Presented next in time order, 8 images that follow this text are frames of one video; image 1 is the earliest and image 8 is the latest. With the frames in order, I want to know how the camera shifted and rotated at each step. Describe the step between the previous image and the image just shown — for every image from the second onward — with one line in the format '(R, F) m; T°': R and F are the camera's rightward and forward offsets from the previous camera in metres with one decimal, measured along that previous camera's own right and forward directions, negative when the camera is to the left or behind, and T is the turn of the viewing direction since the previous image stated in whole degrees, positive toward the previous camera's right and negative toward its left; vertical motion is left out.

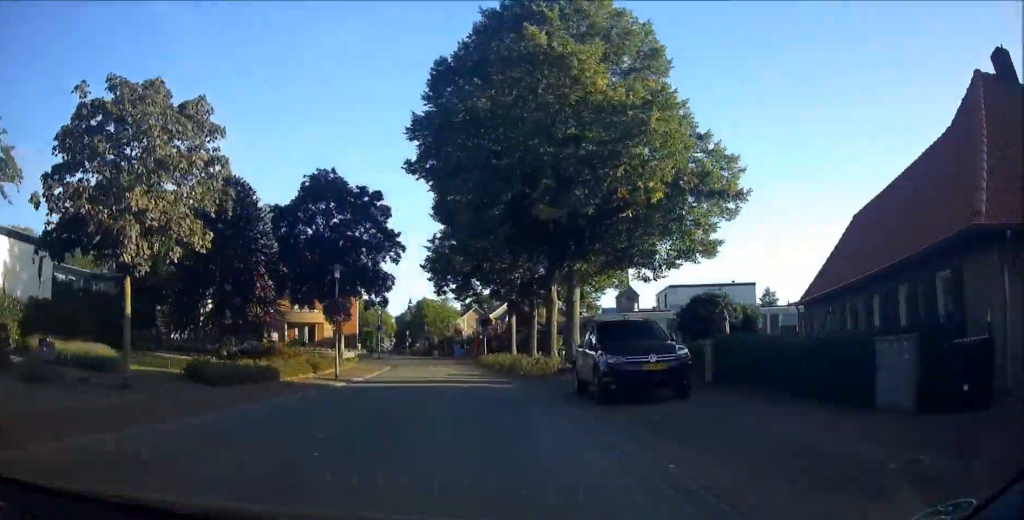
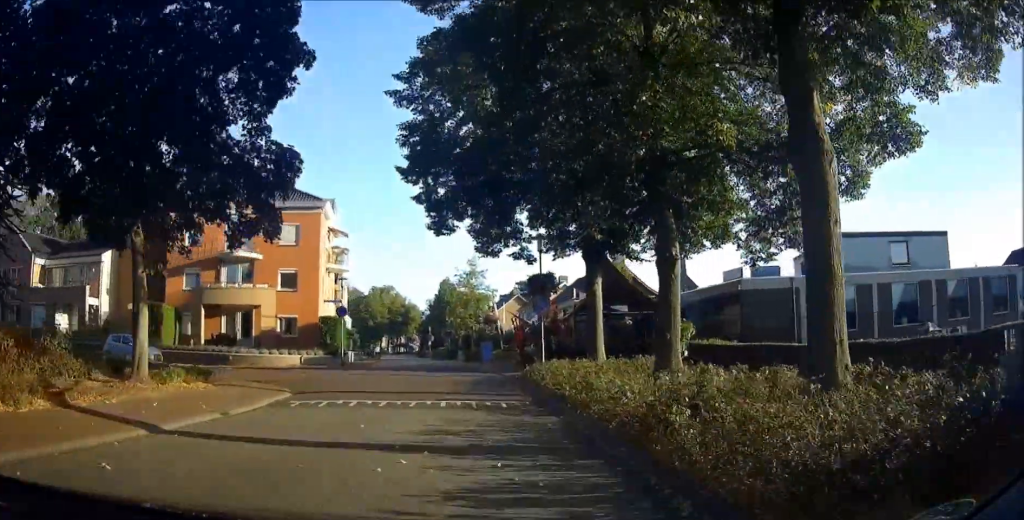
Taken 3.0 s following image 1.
(-1.8, +29.6) m; -6°
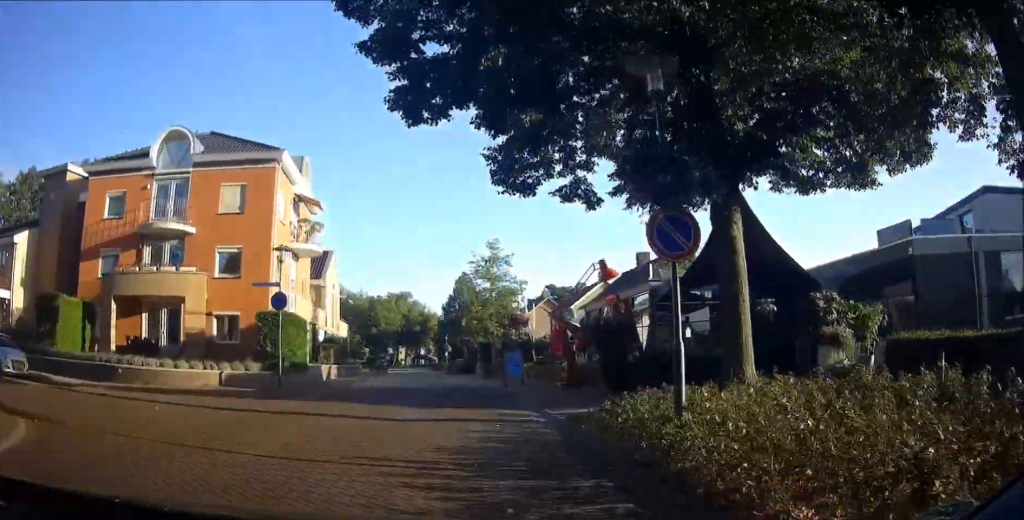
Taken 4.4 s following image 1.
(+0.1, +13.4) m; +1°
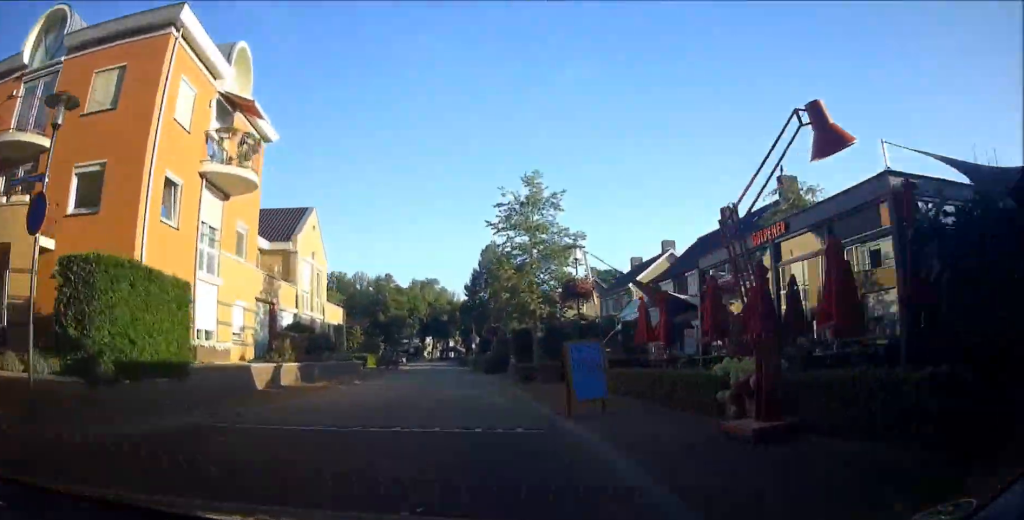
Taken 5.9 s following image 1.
(+0.3, +13.6) m; 0°
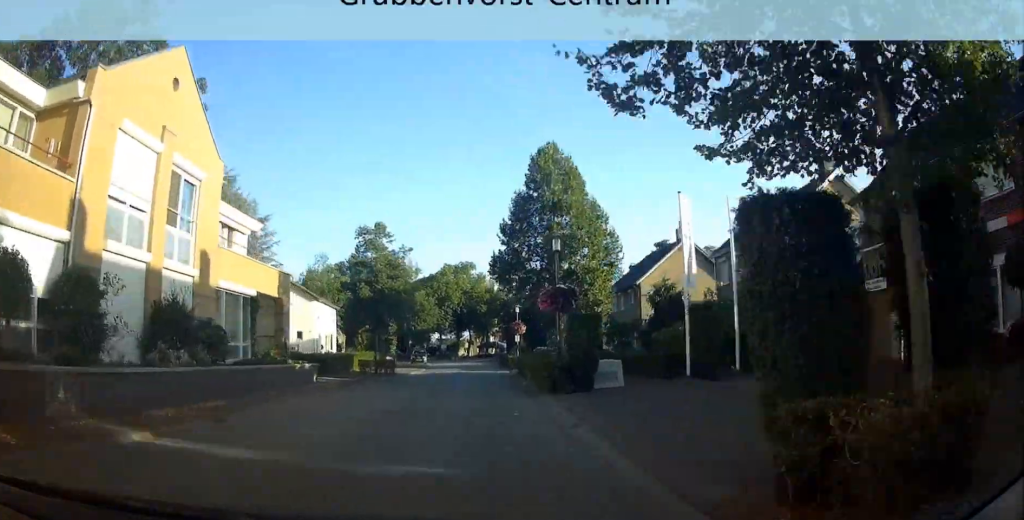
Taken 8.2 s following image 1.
(-1.1, +20.2) m; -9°
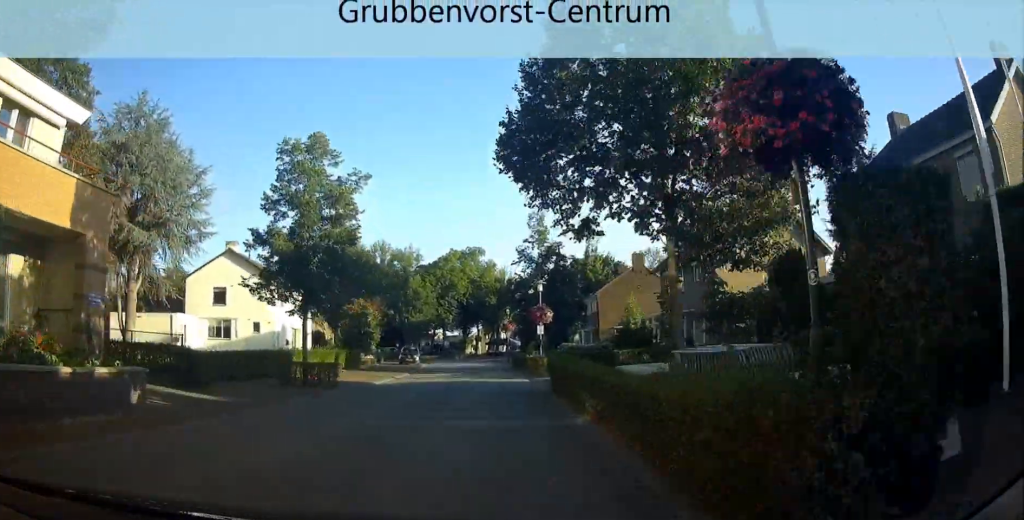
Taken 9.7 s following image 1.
(-1.1, +13.0) m; -5°
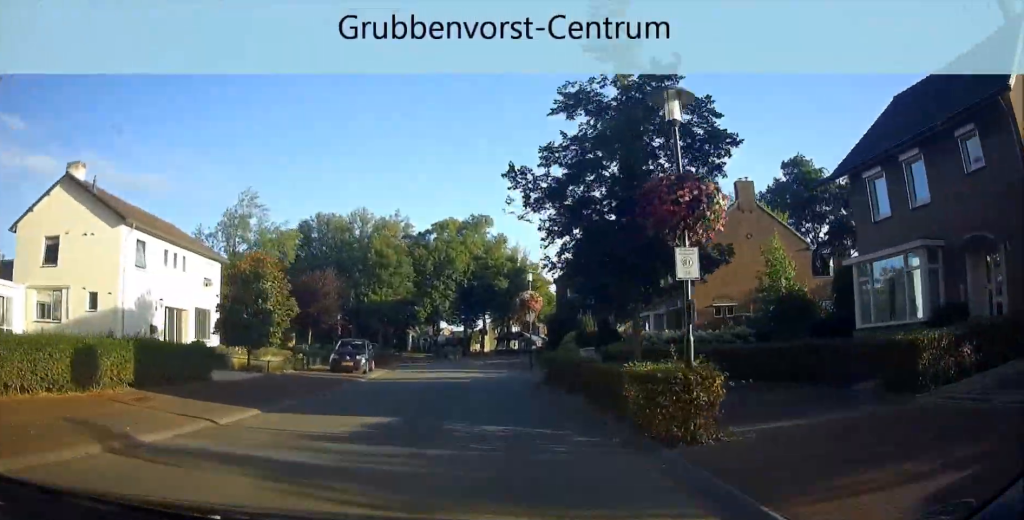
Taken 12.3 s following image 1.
(-0.3, +21.4) m; -4°
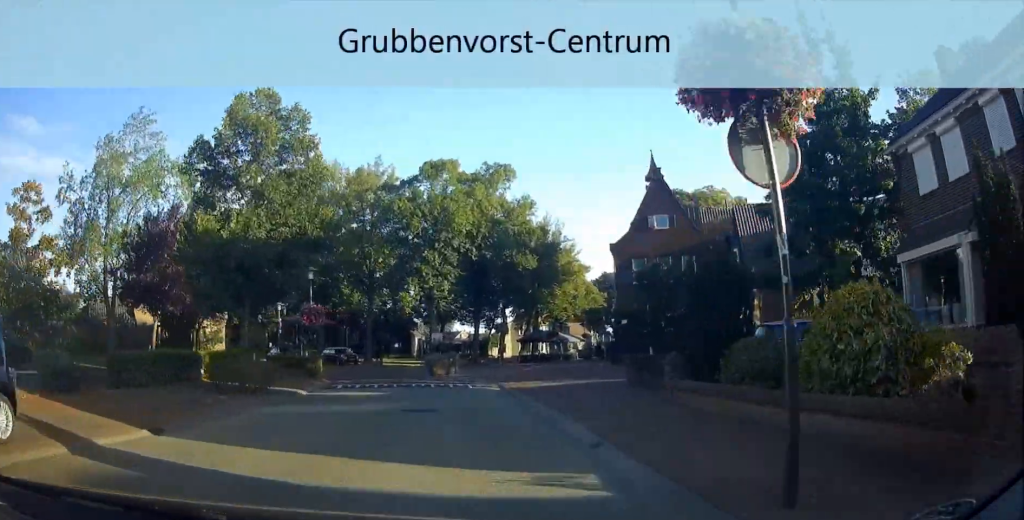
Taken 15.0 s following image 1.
(-1.5, +23.1) m; -9°
